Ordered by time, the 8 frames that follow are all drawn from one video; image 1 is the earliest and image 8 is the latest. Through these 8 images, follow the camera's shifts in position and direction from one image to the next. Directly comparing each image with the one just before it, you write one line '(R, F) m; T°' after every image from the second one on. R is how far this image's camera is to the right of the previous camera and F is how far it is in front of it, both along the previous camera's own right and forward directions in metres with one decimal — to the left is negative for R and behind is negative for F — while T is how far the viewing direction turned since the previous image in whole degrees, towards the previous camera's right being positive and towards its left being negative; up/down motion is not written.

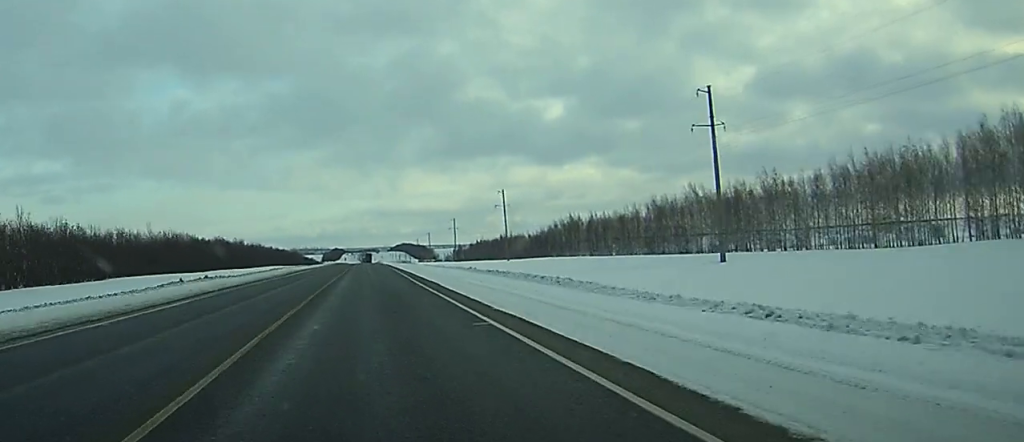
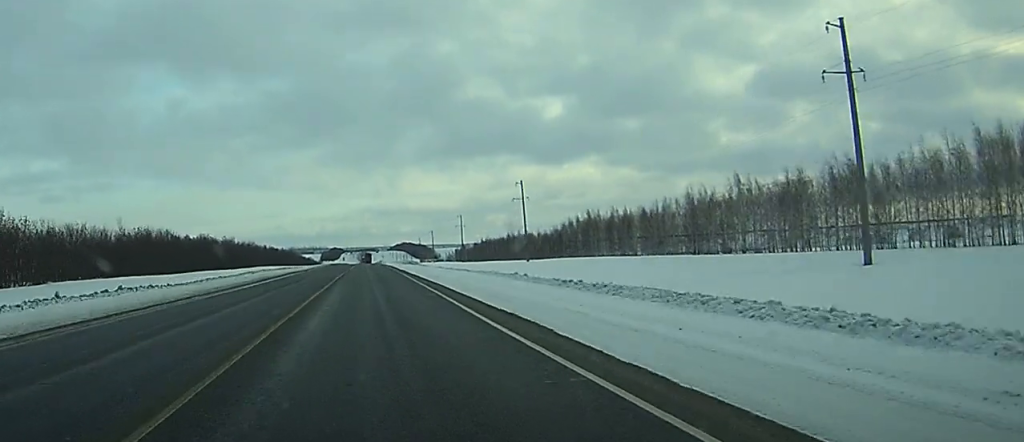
(0.0, +20.6) m; 0°
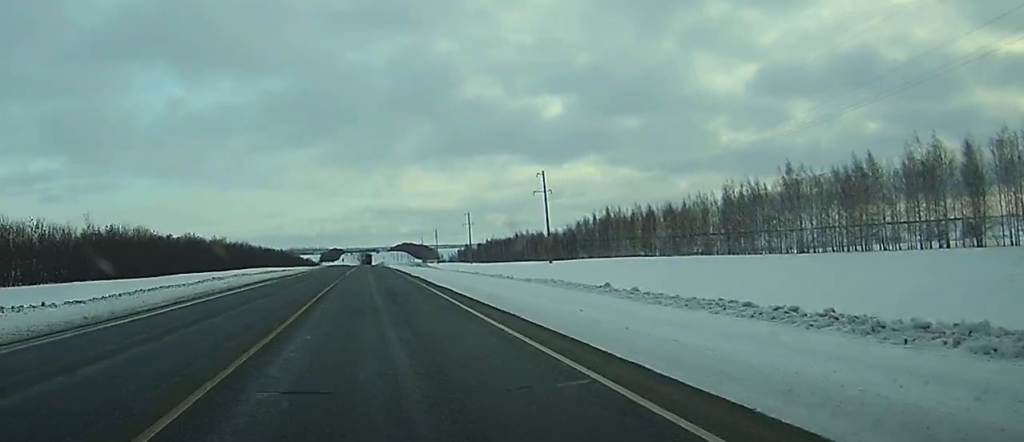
(0.0, +18.1) m; 0°
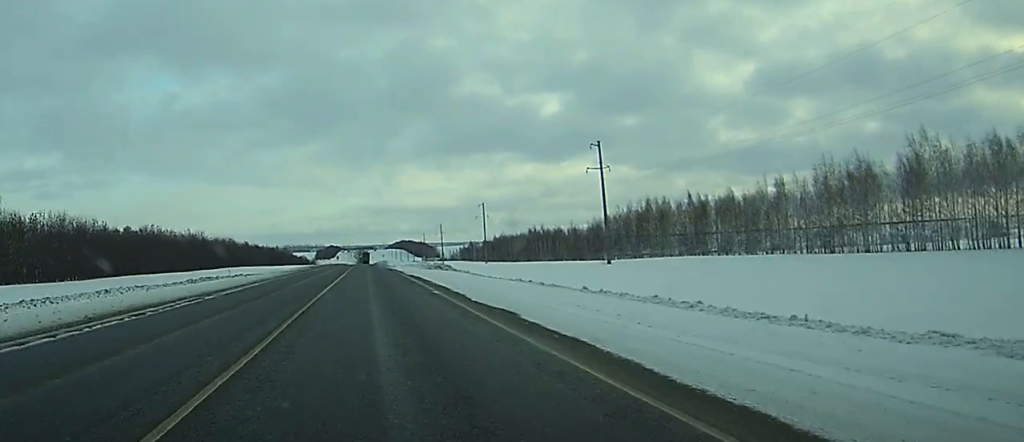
(+0.1, +32.8) m; 0°
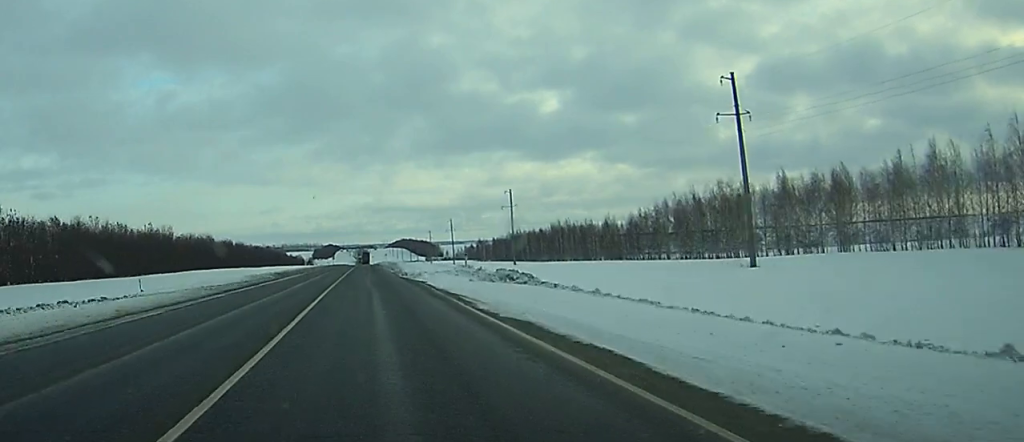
(0.0, +37.8) m; 0°
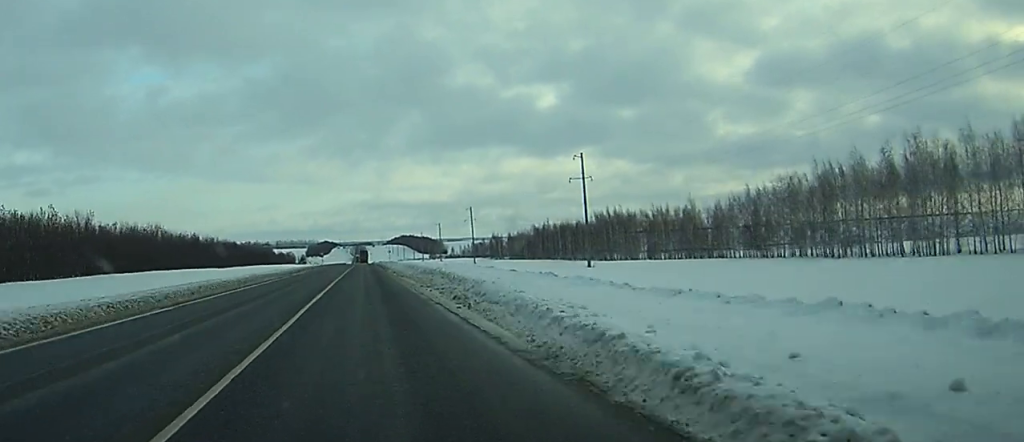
(-0.1, +55.3) m; 0°
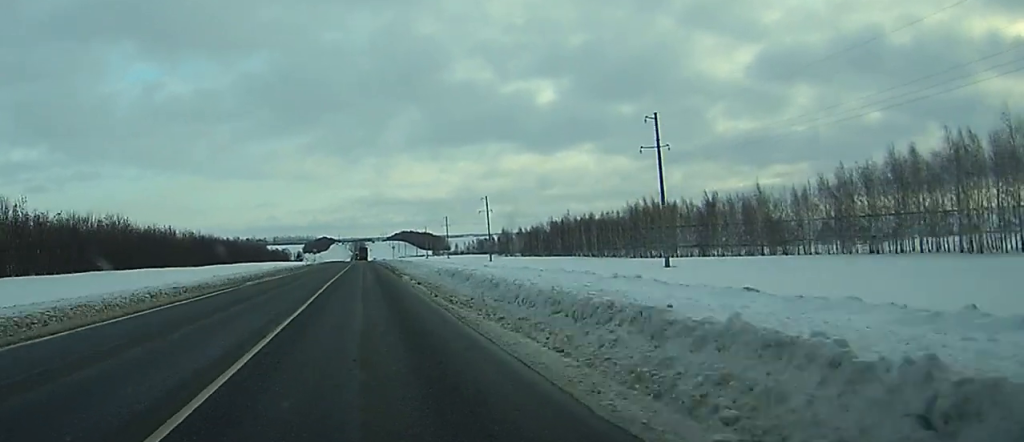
(0.0, +28.3) m; 0°
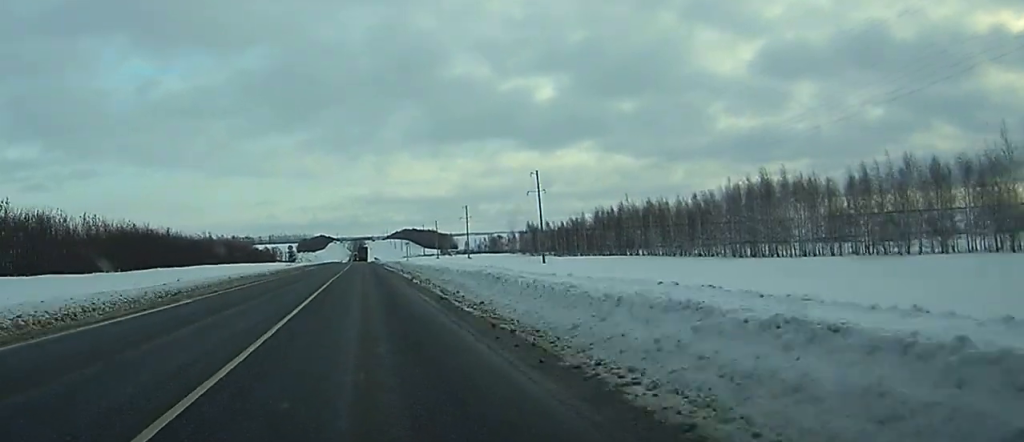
(-0.1, +55.6) m; 0°
